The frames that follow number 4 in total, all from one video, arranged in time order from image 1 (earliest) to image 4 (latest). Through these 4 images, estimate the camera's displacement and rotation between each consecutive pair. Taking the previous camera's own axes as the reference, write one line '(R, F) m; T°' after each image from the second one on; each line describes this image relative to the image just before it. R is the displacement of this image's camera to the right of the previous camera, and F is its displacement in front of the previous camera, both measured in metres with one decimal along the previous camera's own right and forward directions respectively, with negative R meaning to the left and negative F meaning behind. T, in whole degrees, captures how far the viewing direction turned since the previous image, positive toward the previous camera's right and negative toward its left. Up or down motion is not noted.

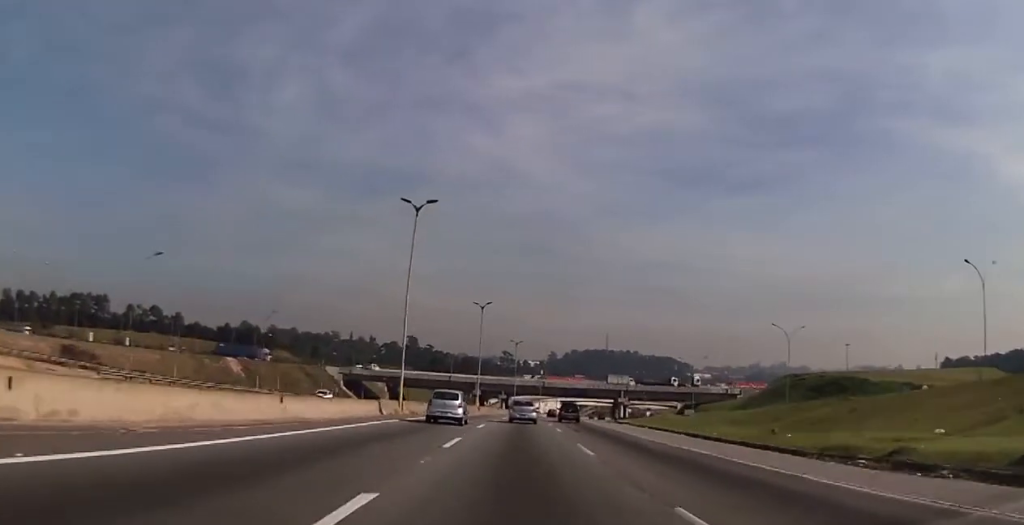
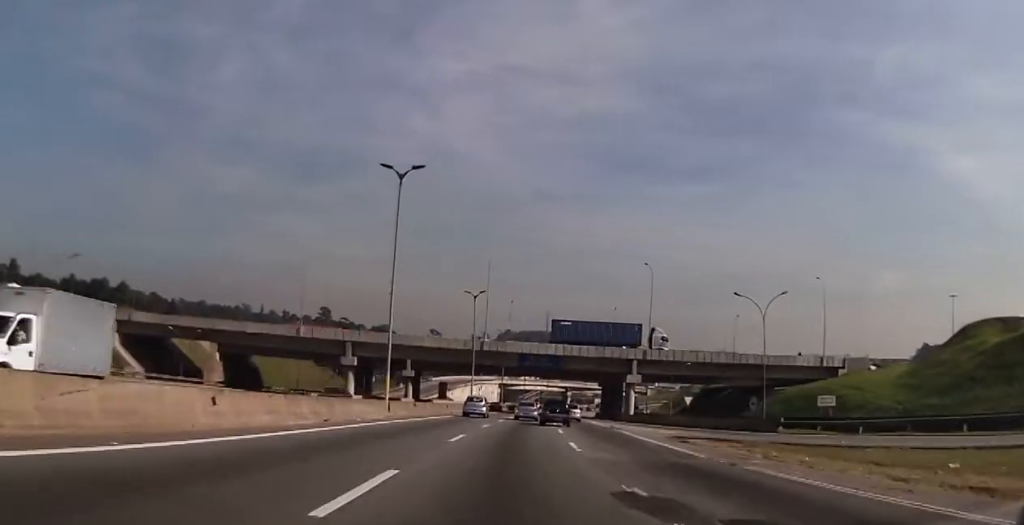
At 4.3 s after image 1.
(+4.8, +84.6) m; +7°
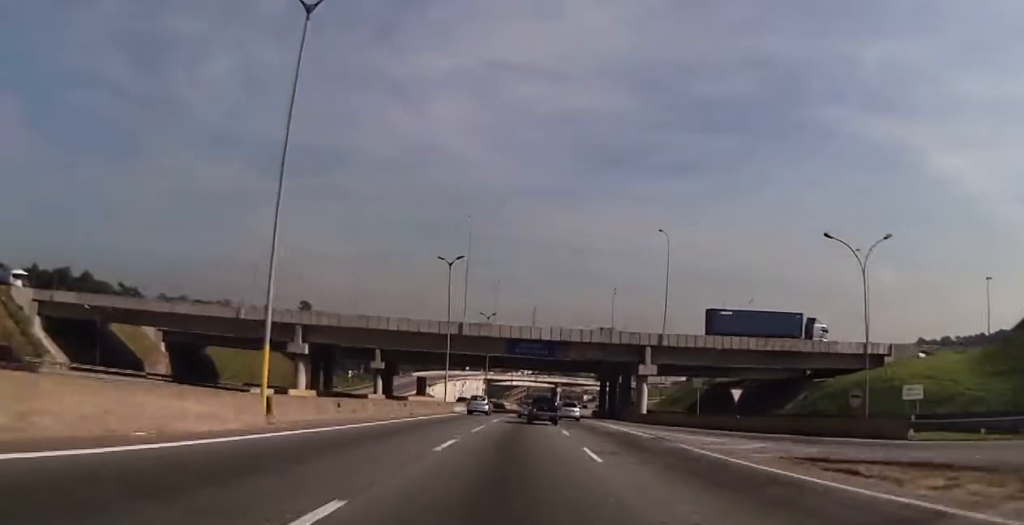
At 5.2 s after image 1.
(+0.5, +16.5) m; +1°
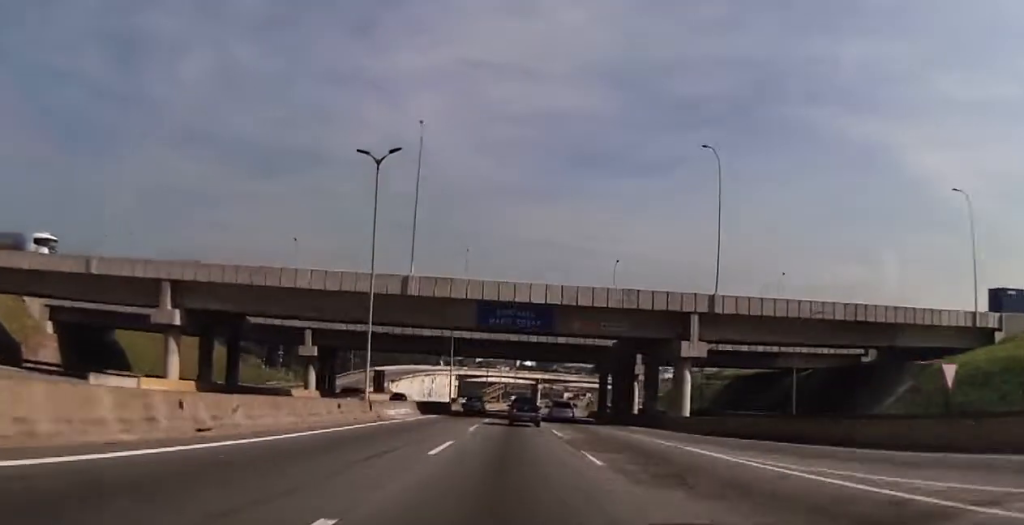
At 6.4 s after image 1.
(0.0, +25.5) m; +1°
